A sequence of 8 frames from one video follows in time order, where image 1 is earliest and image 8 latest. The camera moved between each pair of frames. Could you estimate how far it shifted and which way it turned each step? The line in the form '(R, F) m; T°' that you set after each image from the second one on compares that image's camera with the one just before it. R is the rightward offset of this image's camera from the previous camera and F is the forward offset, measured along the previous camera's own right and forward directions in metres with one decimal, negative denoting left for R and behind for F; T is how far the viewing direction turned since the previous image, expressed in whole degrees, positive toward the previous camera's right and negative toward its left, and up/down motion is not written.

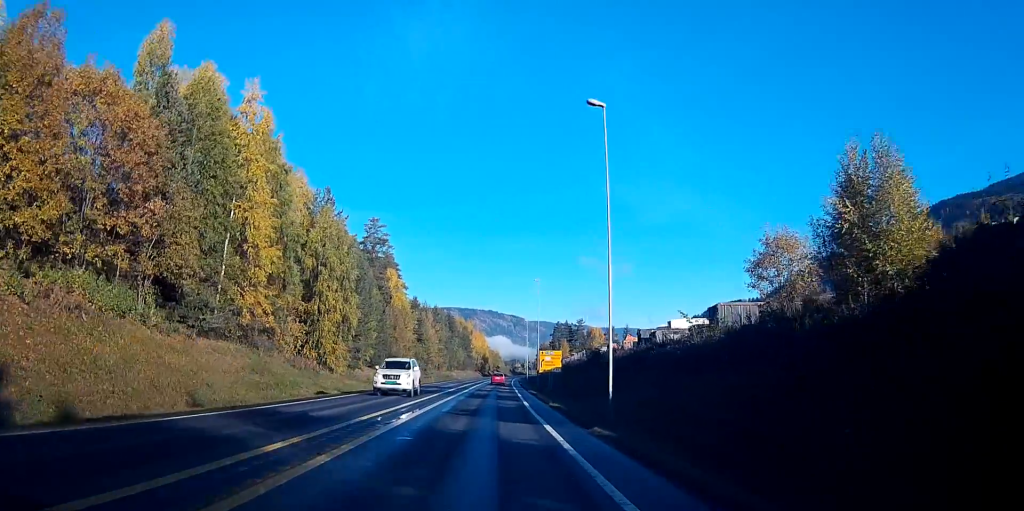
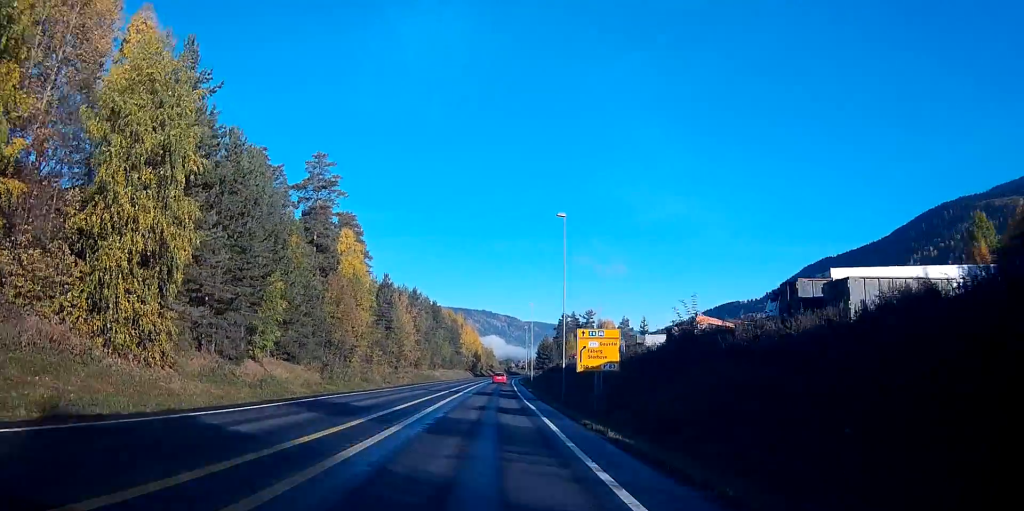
(0.0, +36.4) m; 0°
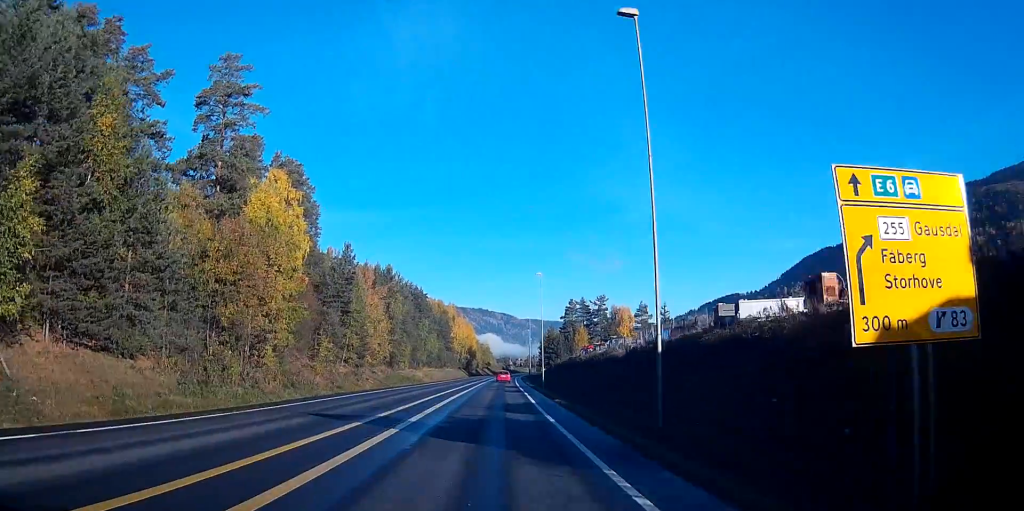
(+0.1, +29.4) m; 0°
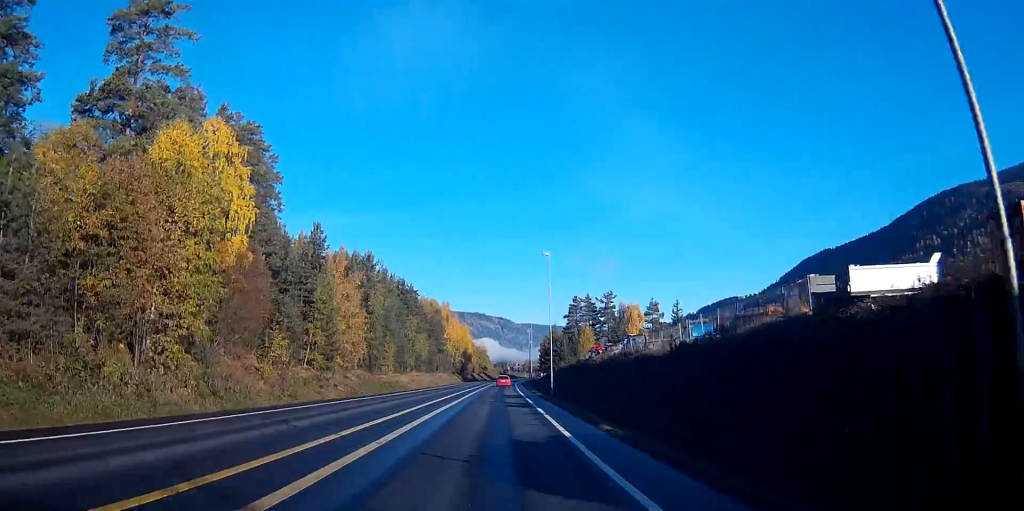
(+0.1, +15.1) m; 0°
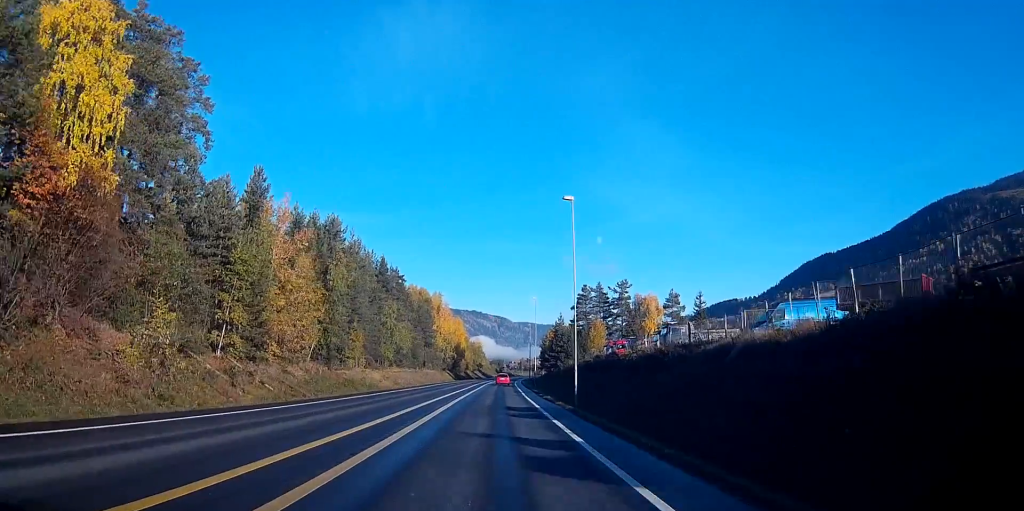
(+0.1, +20.7) m; 0°
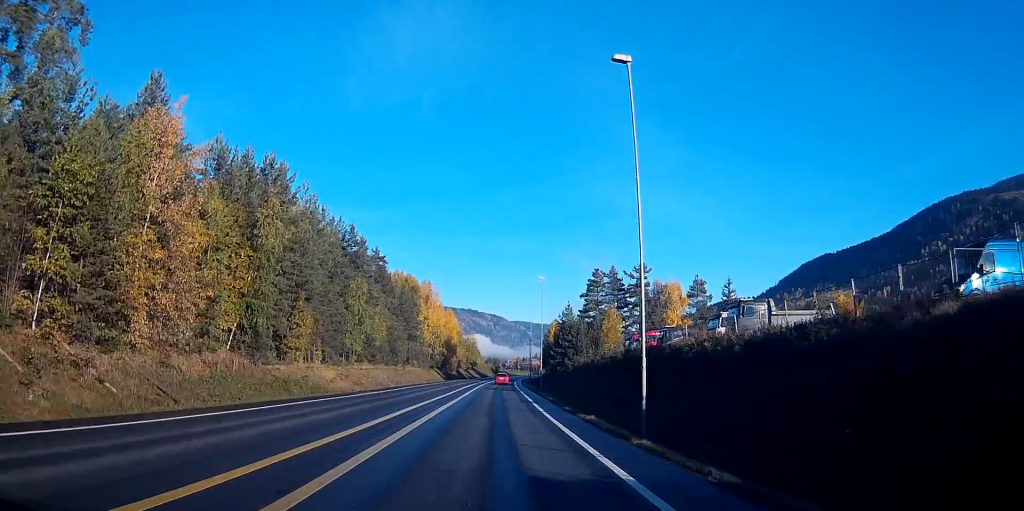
(0.0, +20.1) m; 0°
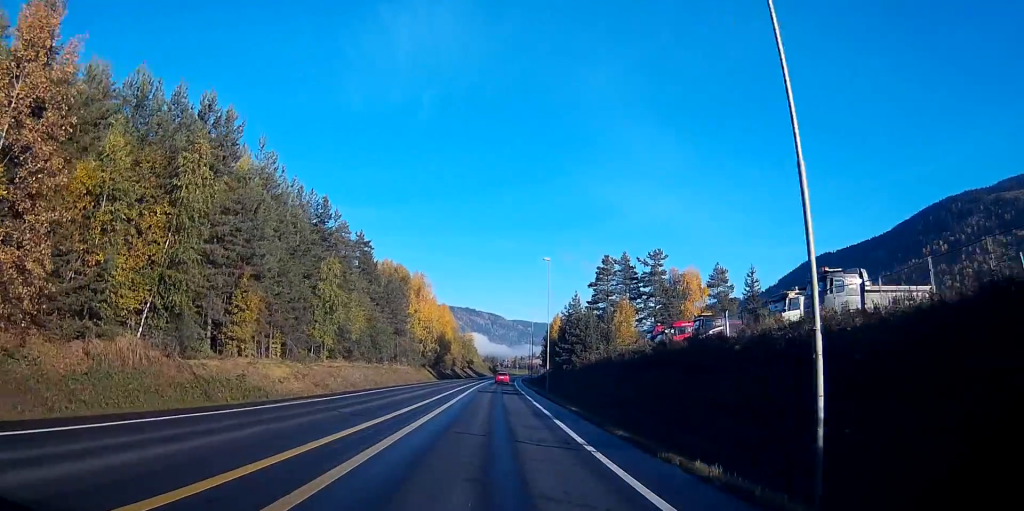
(0.0, +12.5) m; 0°
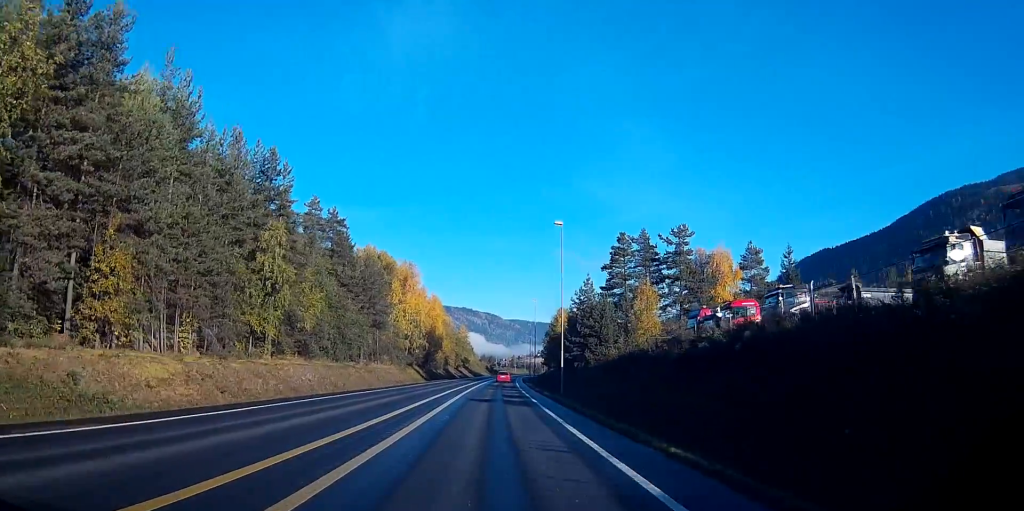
(+0.1, +16.0) m; 0°
